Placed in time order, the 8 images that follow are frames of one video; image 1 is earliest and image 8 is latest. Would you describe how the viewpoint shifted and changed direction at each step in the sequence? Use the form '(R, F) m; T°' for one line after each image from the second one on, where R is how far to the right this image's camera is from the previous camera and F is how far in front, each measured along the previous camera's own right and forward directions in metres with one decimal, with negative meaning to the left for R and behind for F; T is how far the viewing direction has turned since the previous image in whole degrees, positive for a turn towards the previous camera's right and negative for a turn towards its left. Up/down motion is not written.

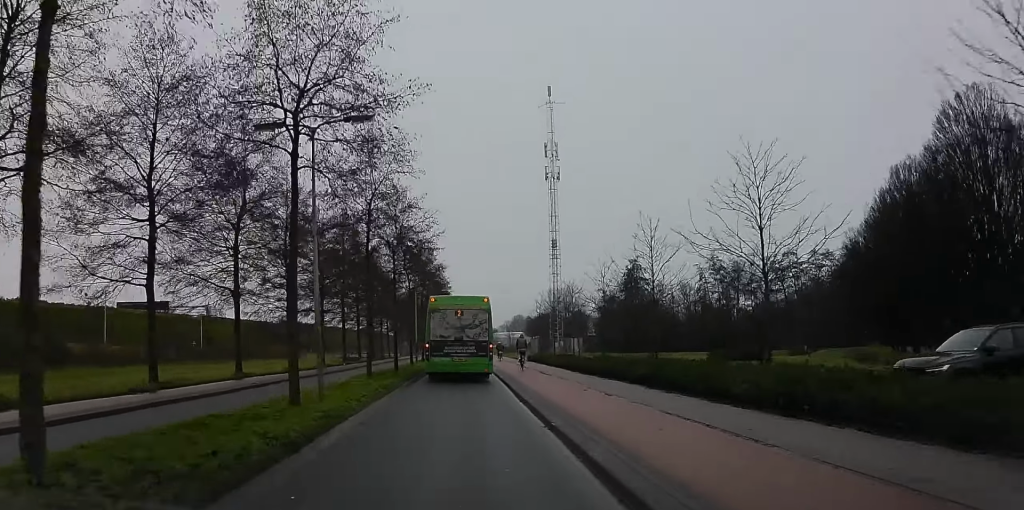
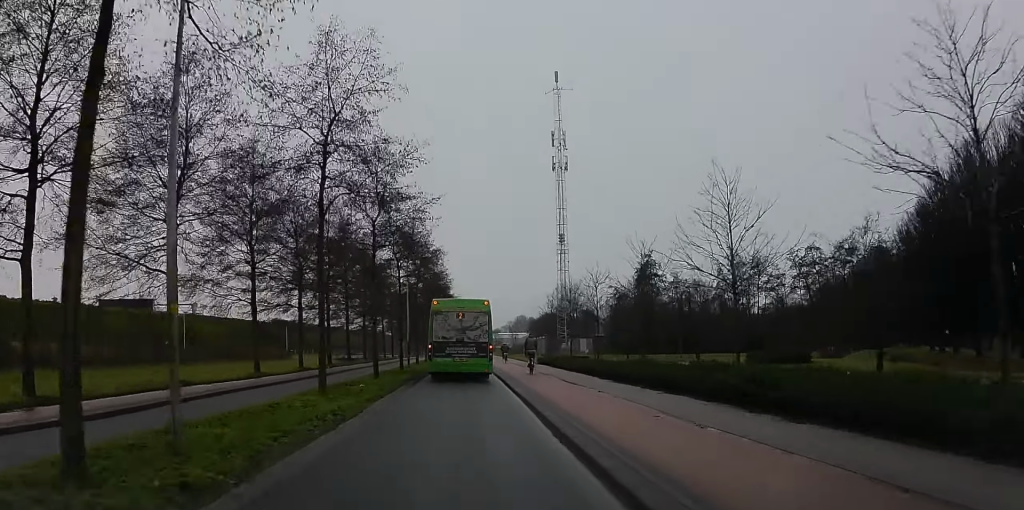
(+0.2, +8.8) m; +1°
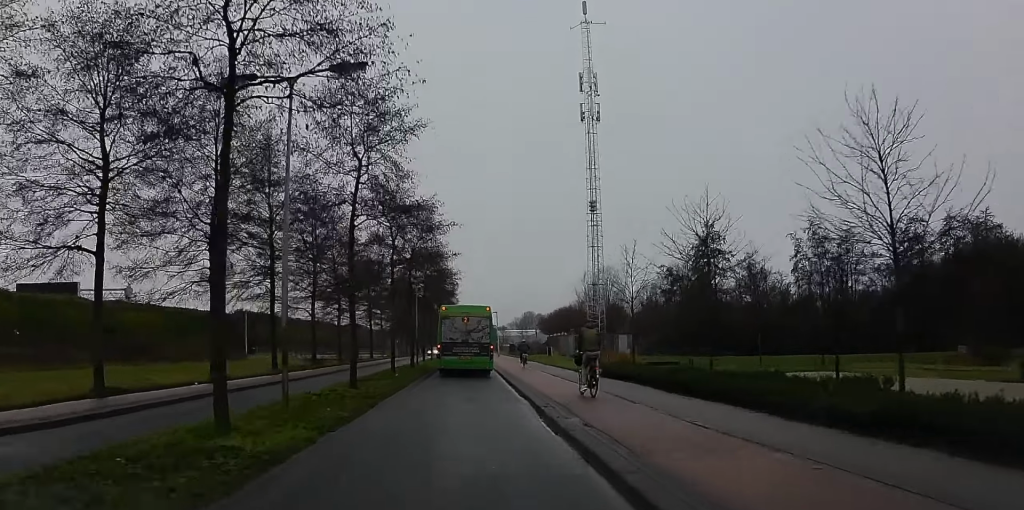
(+2.2, +28.0) m; +6°
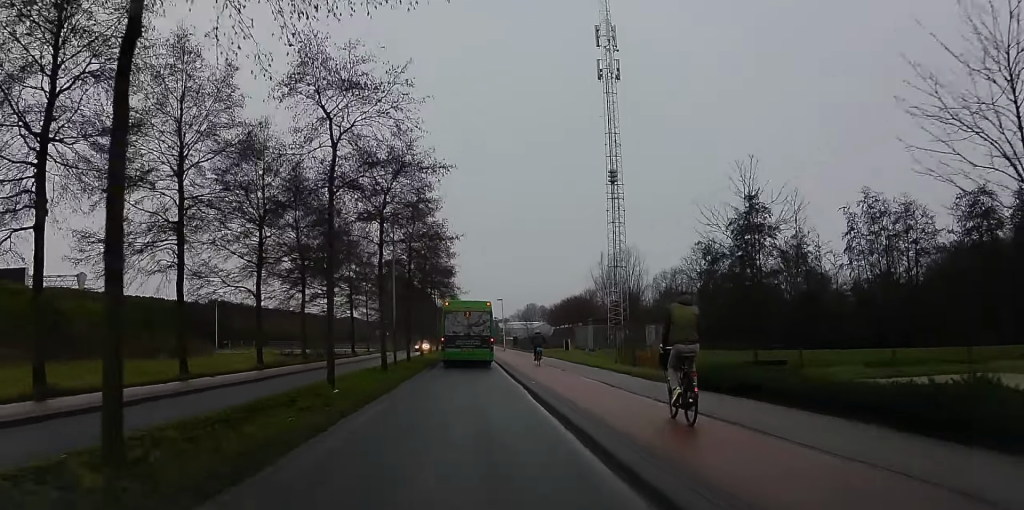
(-0.7, +13.5) m; -3°
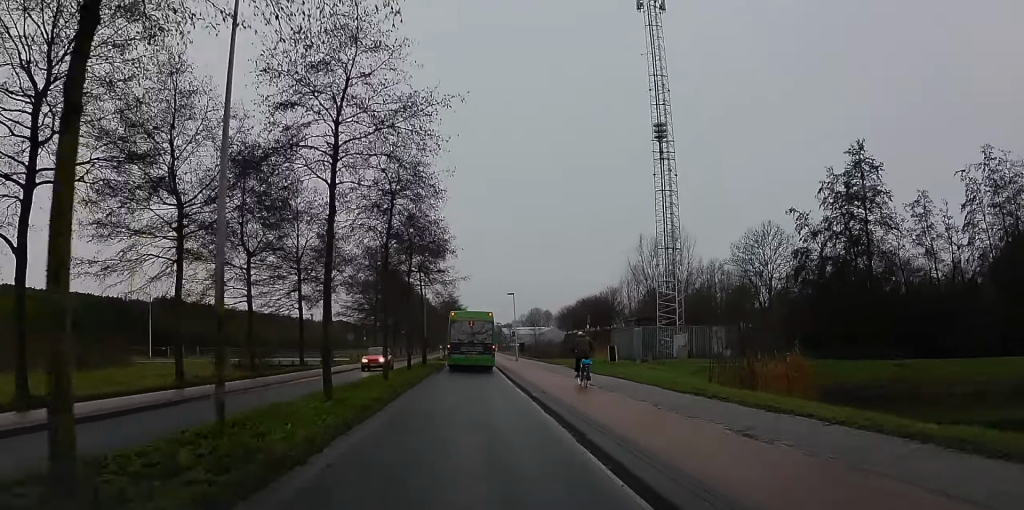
(-0.9, +20.5) m; +1°
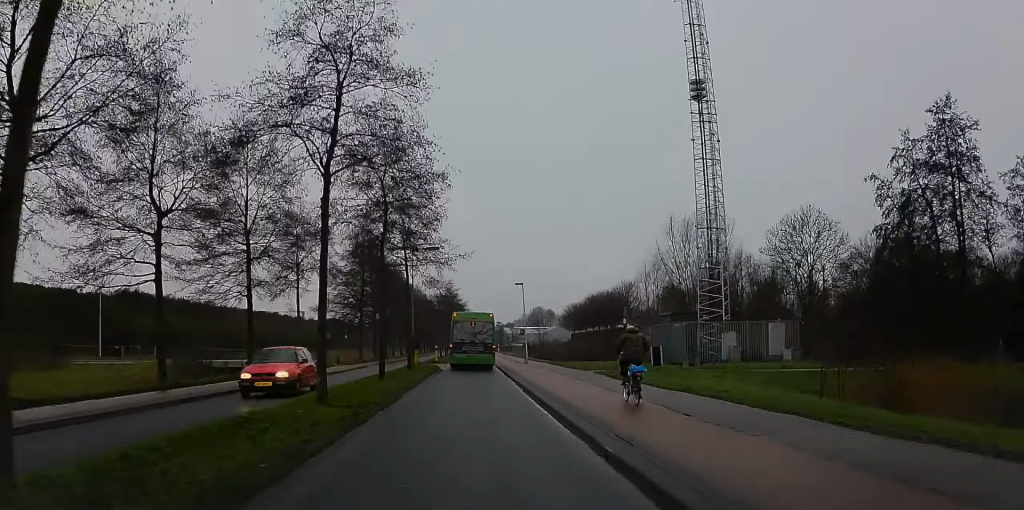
(+1.2, +10.9) m; 0°
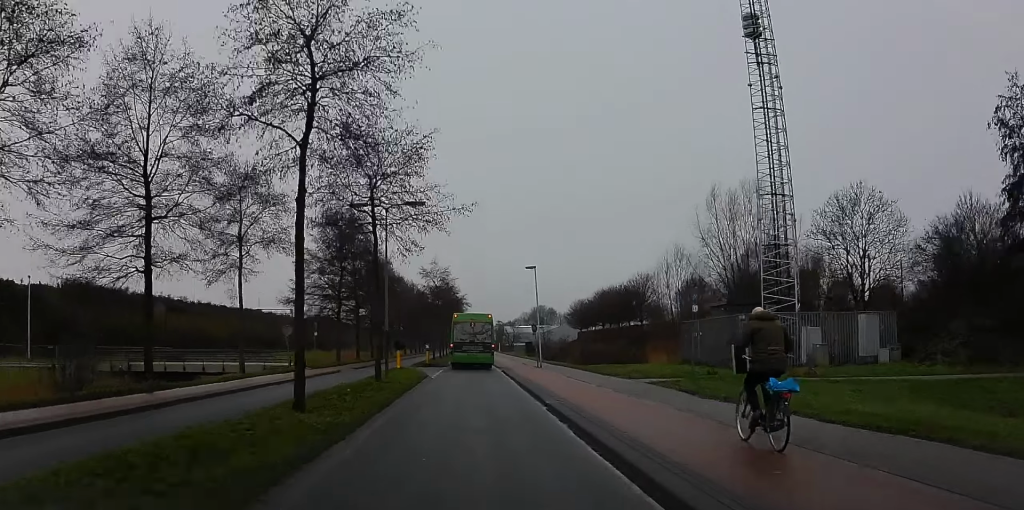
(-0.5, +10.8) m; -1°
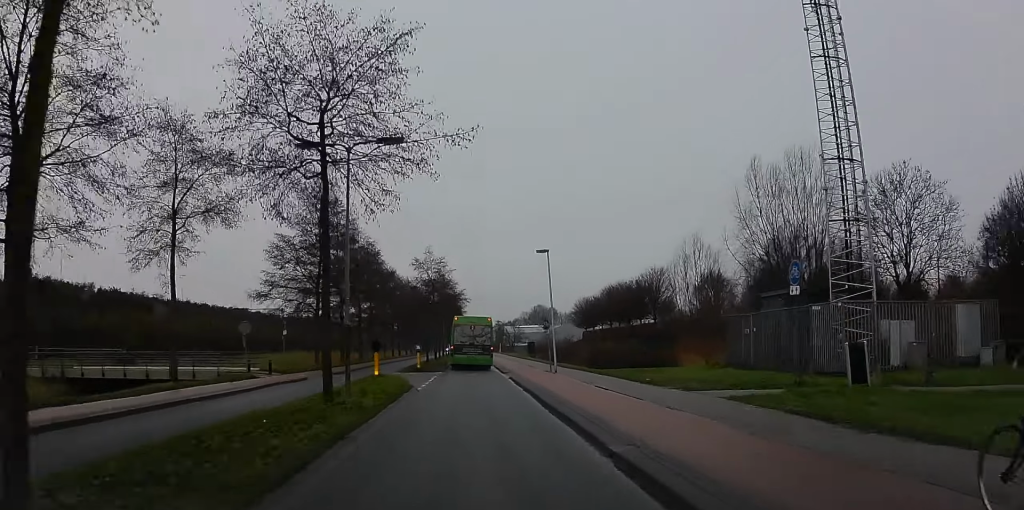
(-0.5, +7.7) m; 0°
